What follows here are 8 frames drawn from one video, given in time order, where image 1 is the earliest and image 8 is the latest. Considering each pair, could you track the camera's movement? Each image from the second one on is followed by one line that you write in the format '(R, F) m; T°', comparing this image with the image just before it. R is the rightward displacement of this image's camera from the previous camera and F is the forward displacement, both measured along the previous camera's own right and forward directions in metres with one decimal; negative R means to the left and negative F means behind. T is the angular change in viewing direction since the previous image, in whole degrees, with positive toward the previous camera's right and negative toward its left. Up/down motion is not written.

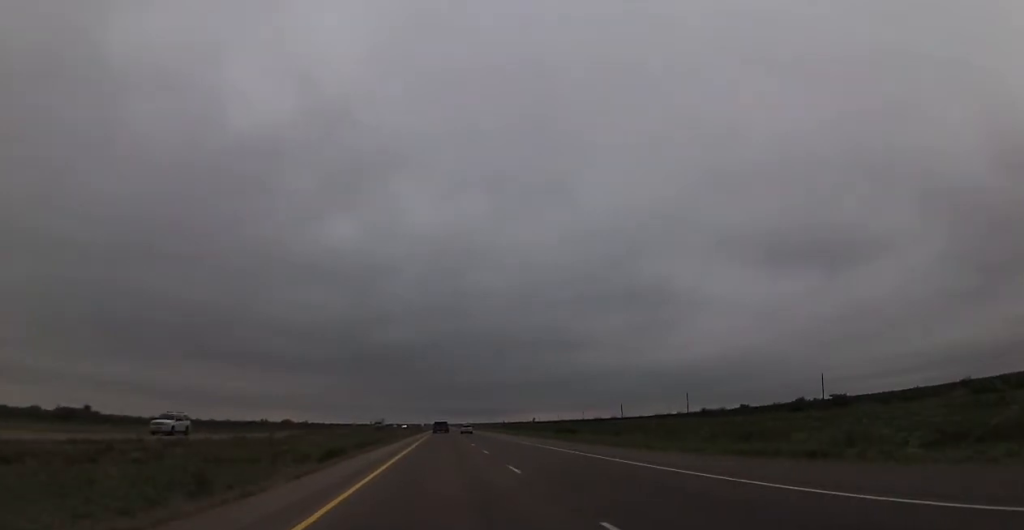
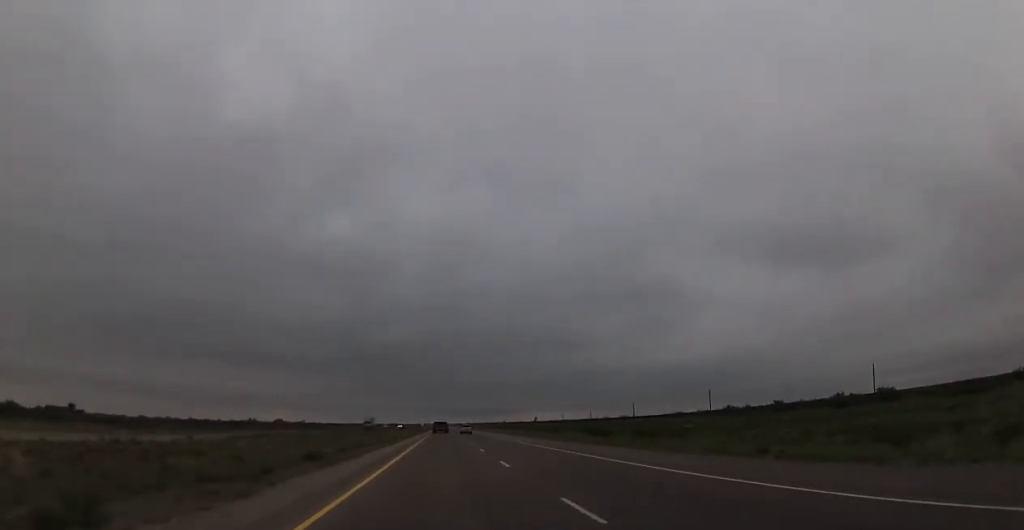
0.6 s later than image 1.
(-0.1, +21.2) m; 0°
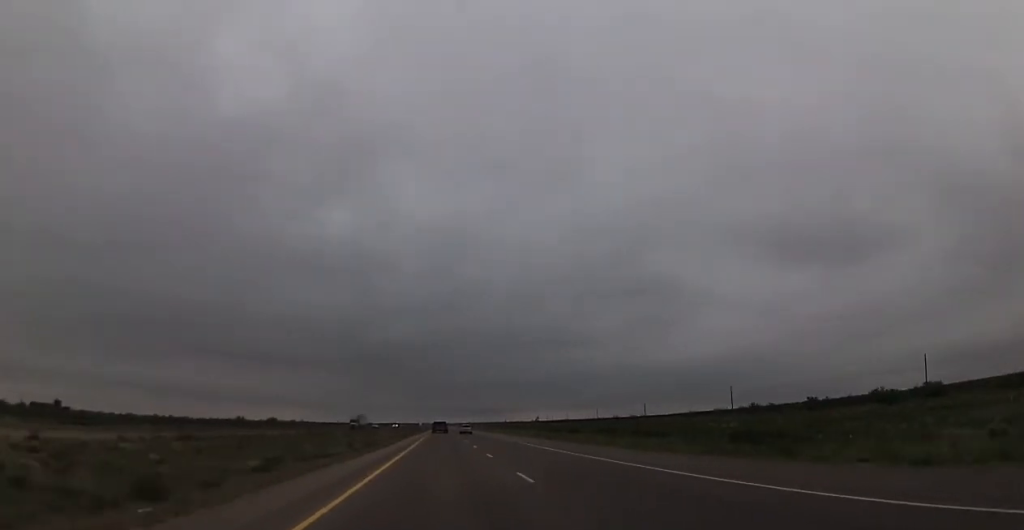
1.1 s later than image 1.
(-0.1, +17.7) m; 0°
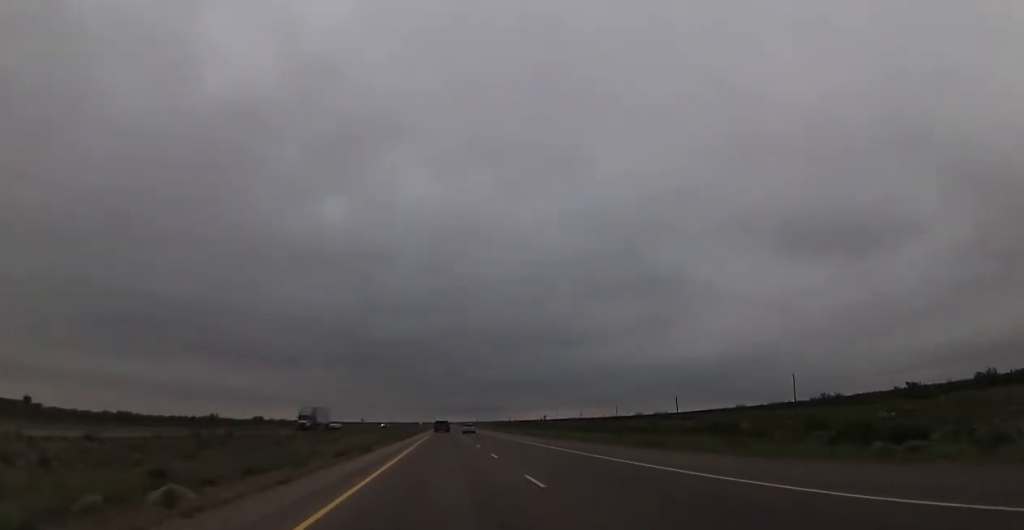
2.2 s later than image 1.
(+0.2, +37.8) m; 0°
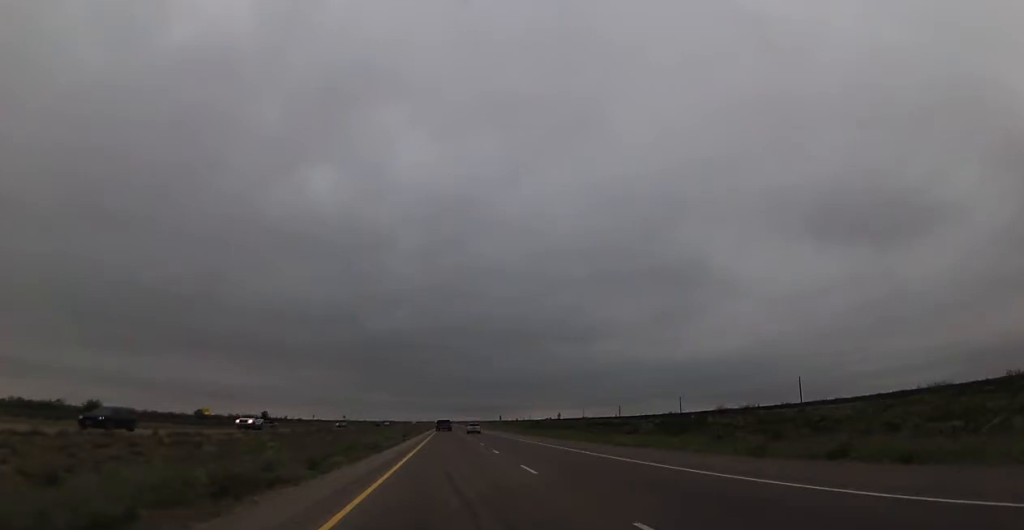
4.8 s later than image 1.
(0.0, +93.4) m; 0°
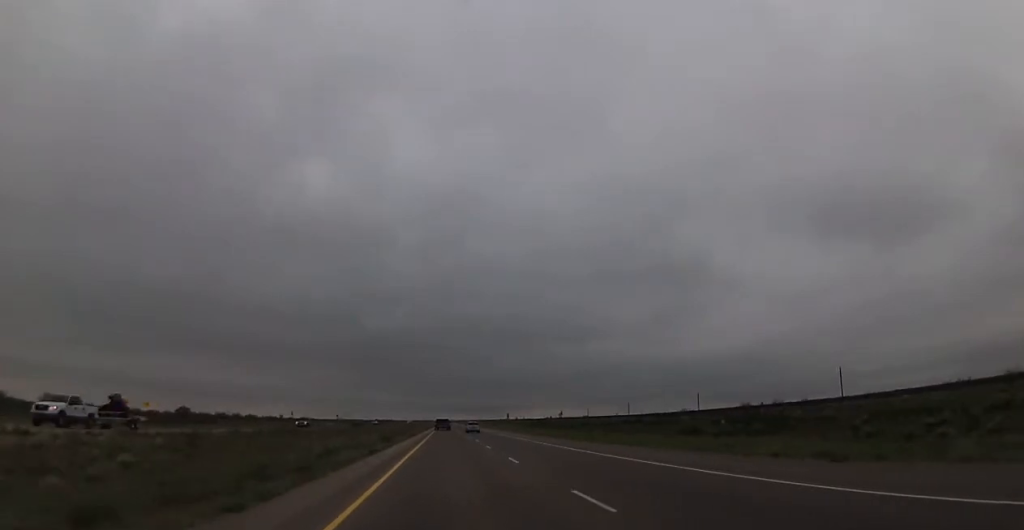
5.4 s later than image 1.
(0.0, +20.1) m; 0°
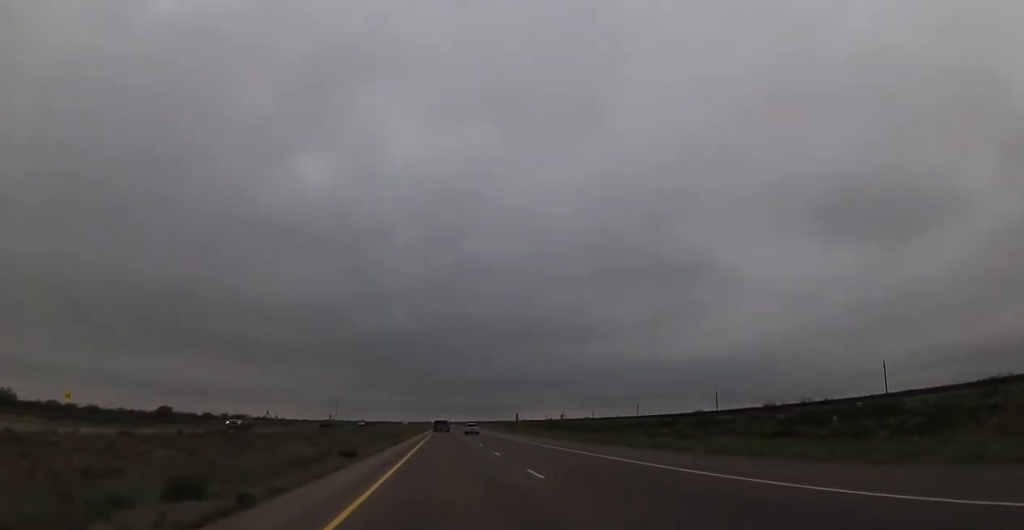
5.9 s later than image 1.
(0.0, +17.7) m; 0°
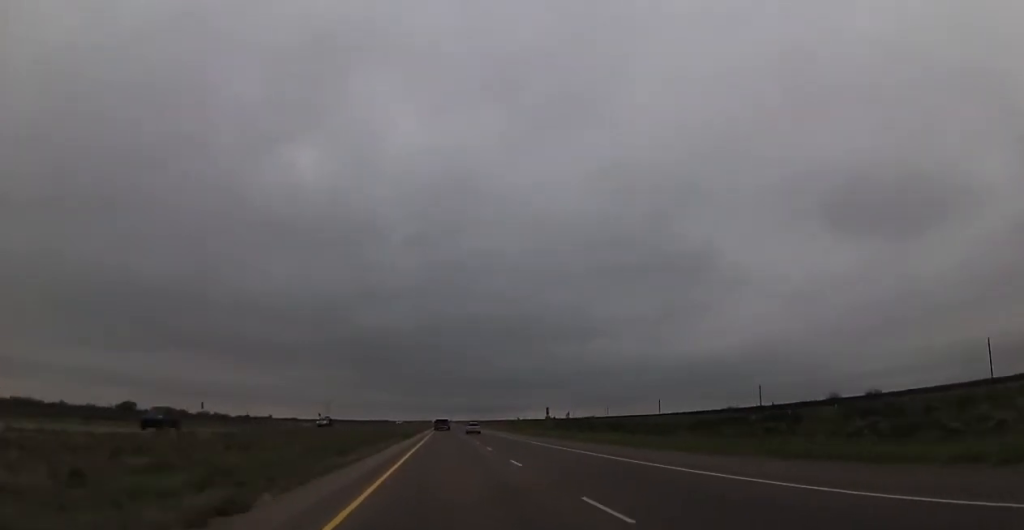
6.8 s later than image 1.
(-0.1, +31.8) m; 0°
